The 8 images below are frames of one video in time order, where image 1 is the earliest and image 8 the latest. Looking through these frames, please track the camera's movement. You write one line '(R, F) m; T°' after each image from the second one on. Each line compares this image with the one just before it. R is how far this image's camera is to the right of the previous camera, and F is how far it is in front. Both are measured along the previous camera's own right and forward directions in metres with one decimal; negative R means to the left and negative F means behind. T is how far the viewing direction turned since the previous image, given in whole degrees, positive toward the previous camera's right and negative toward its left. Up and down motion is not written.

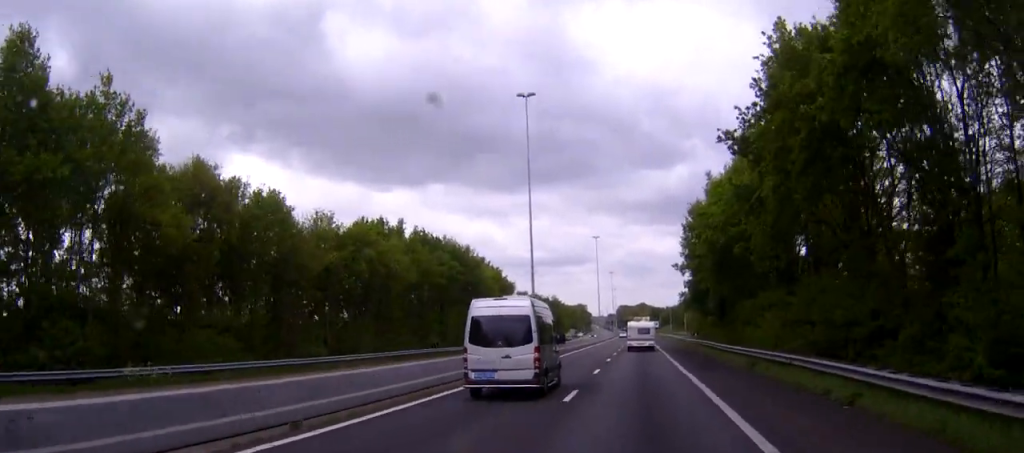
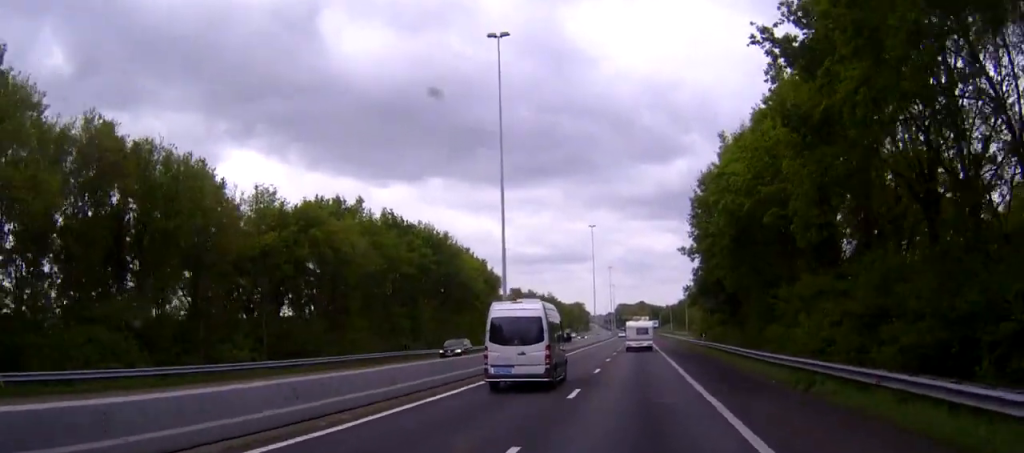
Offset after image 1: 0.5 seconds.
(+0.1, +10.0) m; 0°
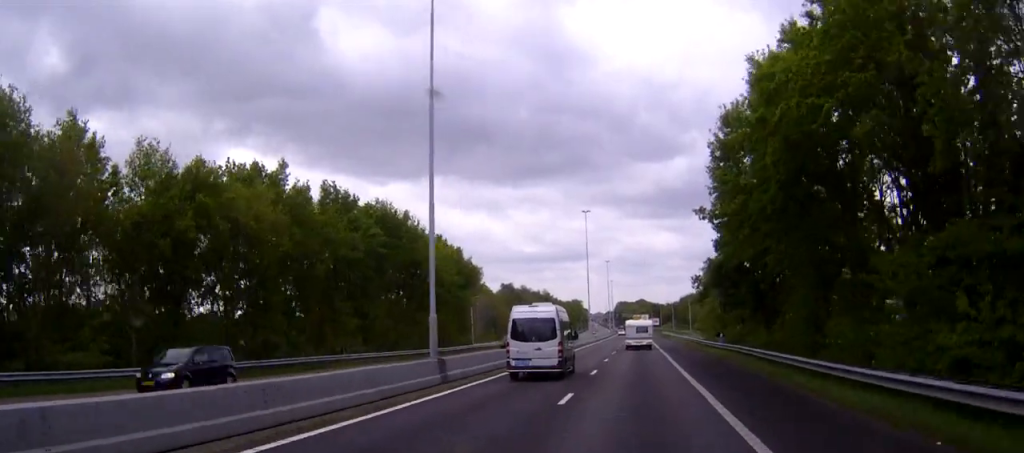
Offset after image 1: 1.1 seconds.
(-0.1, +13.7) m; 0°
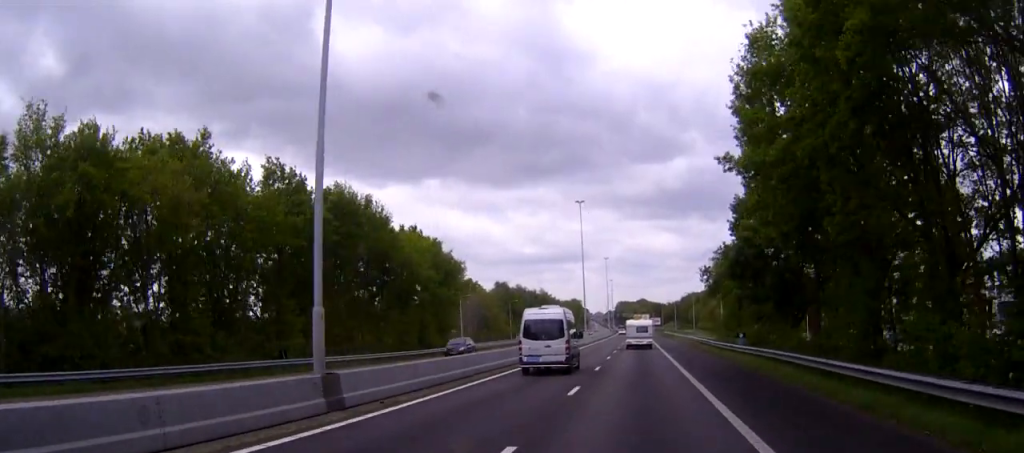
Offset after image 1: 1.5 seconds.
(-0.1, +9.4) m; 0°
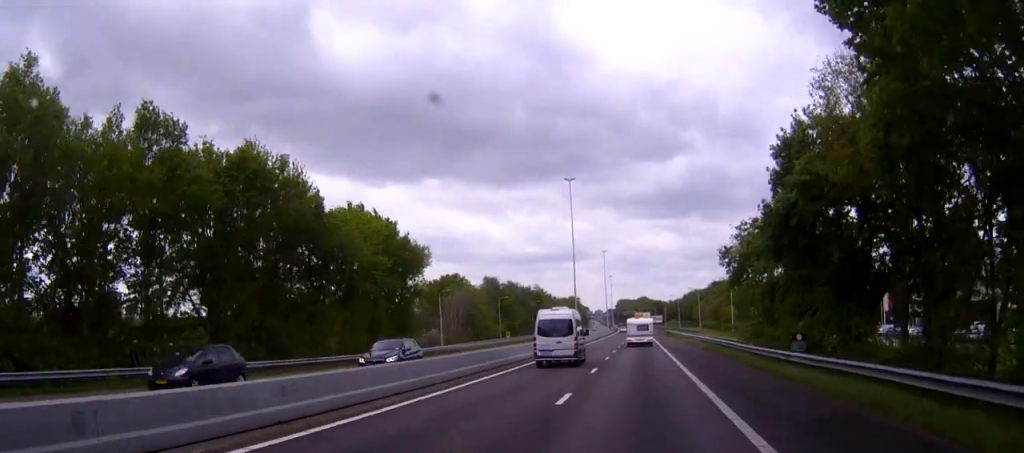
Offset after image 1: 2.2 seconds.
(+0.1, +14.6) m; 0°
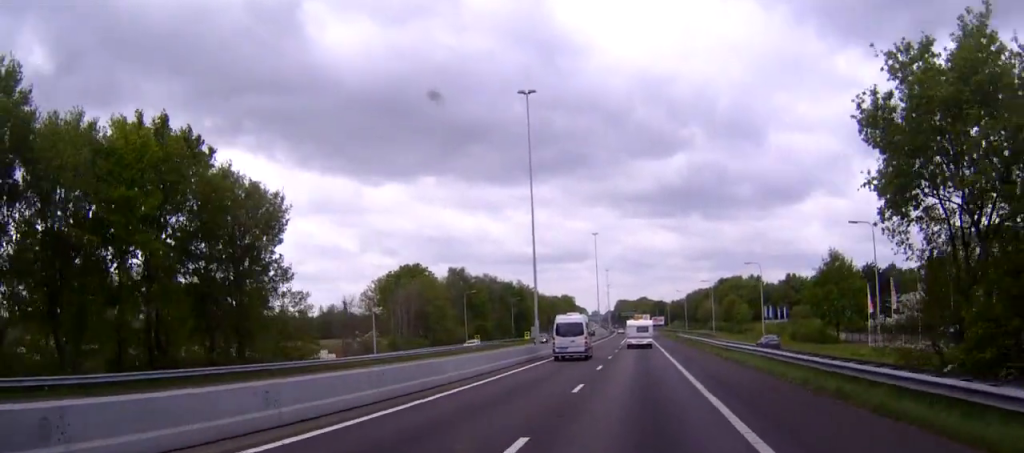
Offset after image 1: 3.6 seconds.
(0.0, +30.5) m; 0°
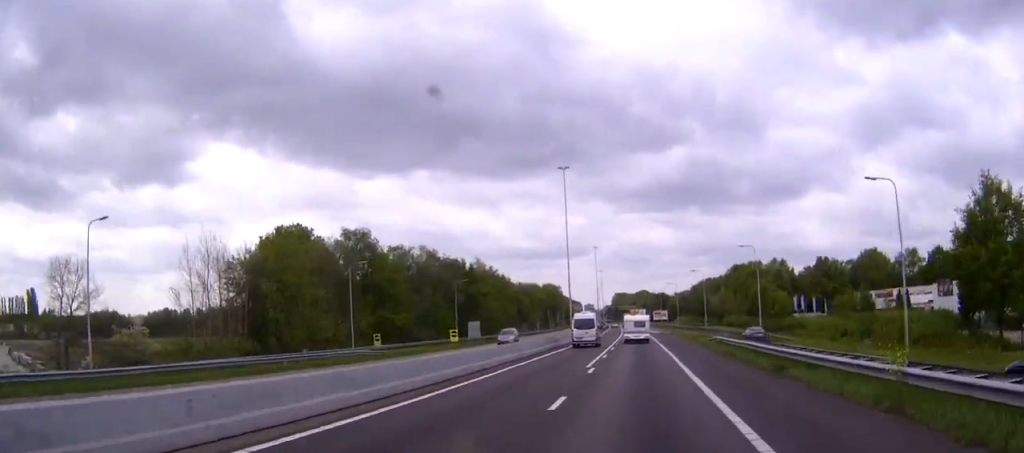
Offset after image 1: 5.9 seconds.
(+0.8, +50.9) m; +1°
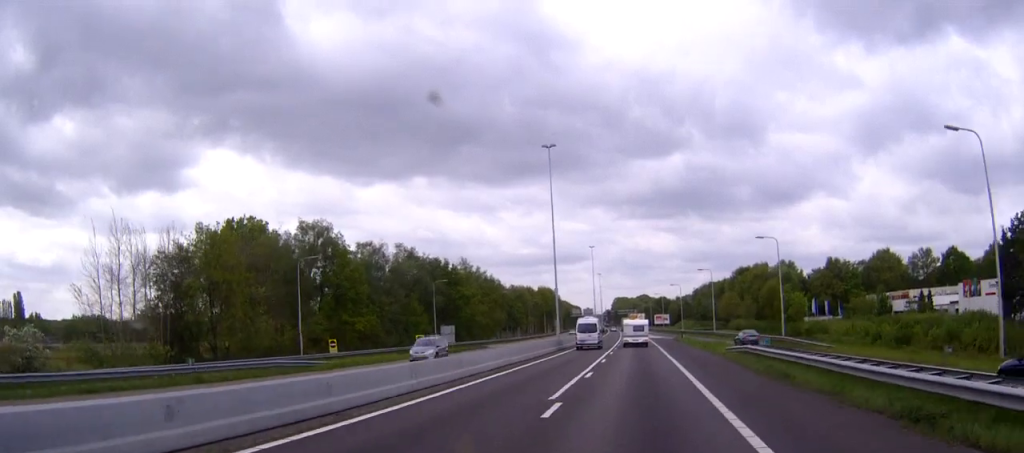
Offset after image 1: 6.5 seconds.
(0.0, +12.5) m; -1°
